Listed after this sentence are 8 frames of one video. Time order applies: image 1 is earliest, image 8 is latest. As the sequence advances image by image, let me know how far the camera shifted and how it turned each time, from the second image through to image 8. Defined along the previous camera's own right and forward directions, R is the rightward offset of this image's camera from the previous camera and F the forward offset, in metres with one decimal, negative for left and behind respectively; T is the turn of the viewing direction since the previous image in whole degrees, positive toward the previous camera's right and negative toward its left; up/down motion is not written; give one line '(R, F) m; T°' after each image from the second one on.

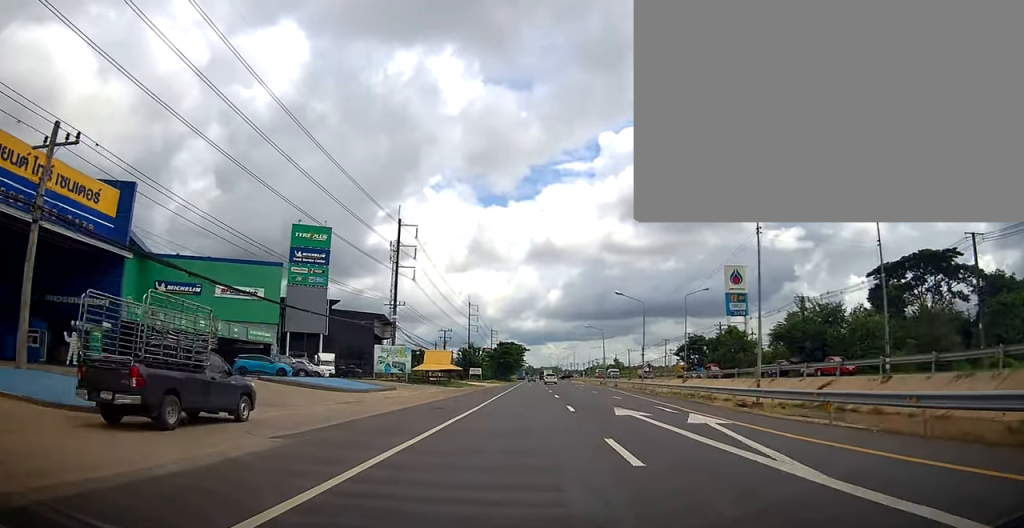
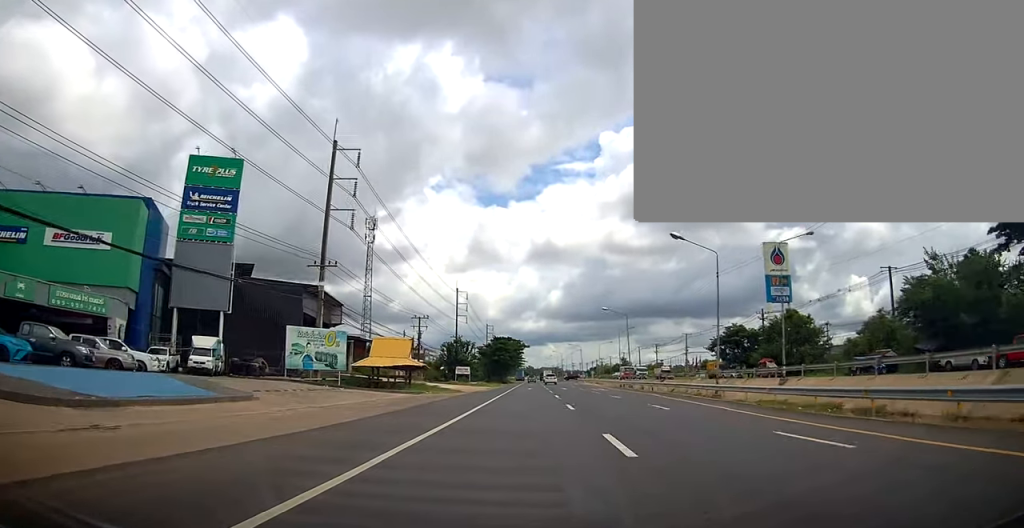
(0.0, +23.6) m; 0°
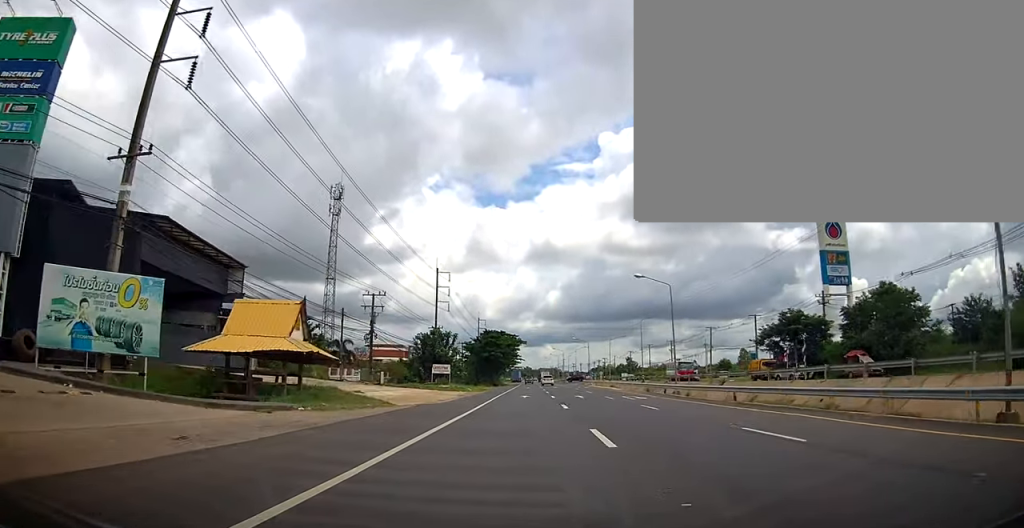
(0.0, +23.1) m; 0°
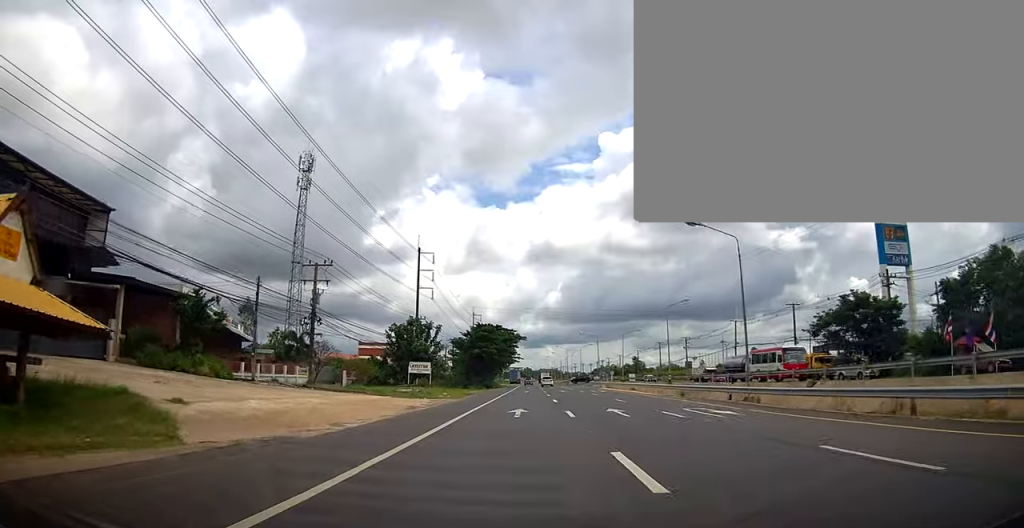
(0.0, +16.1) m; 0°
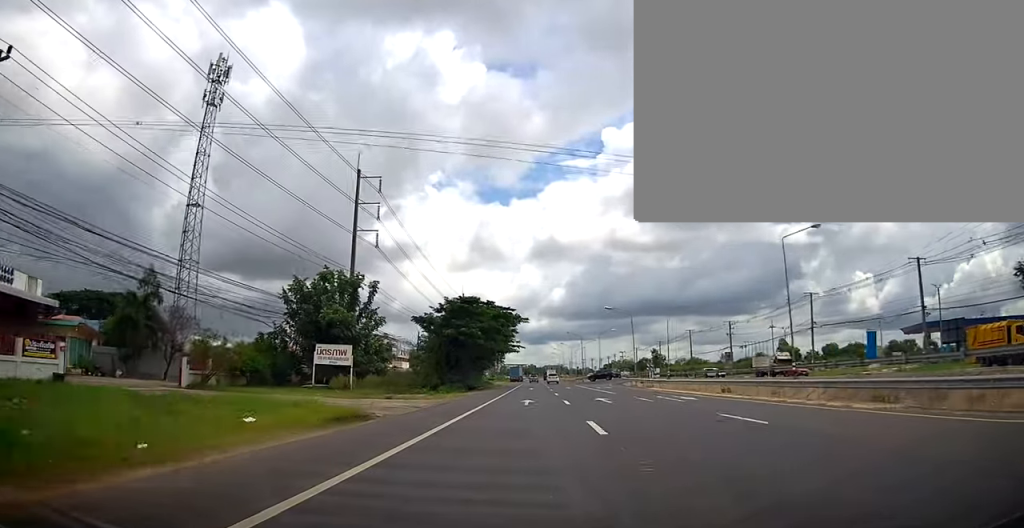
(+0.1, +31.1) m; +2°
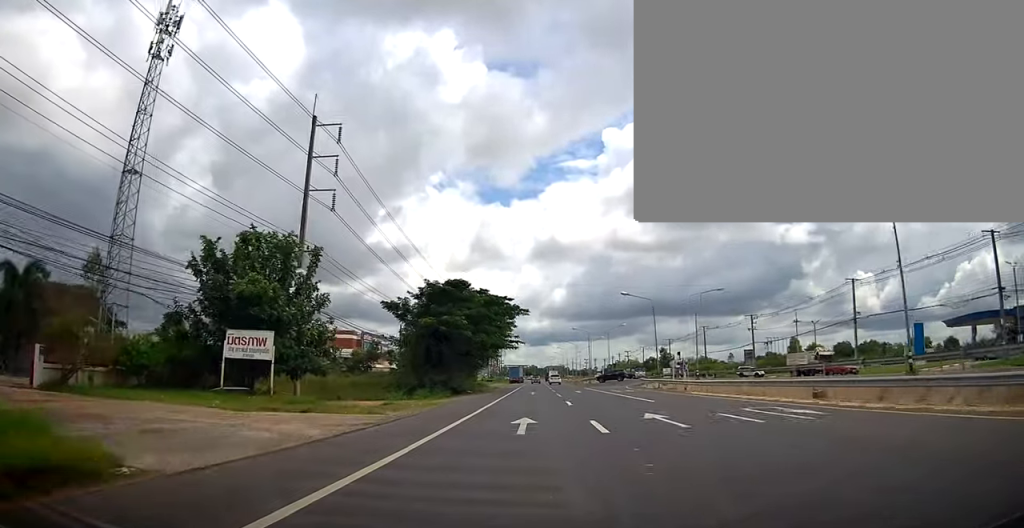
(+0.2, +11.8) m; 0°
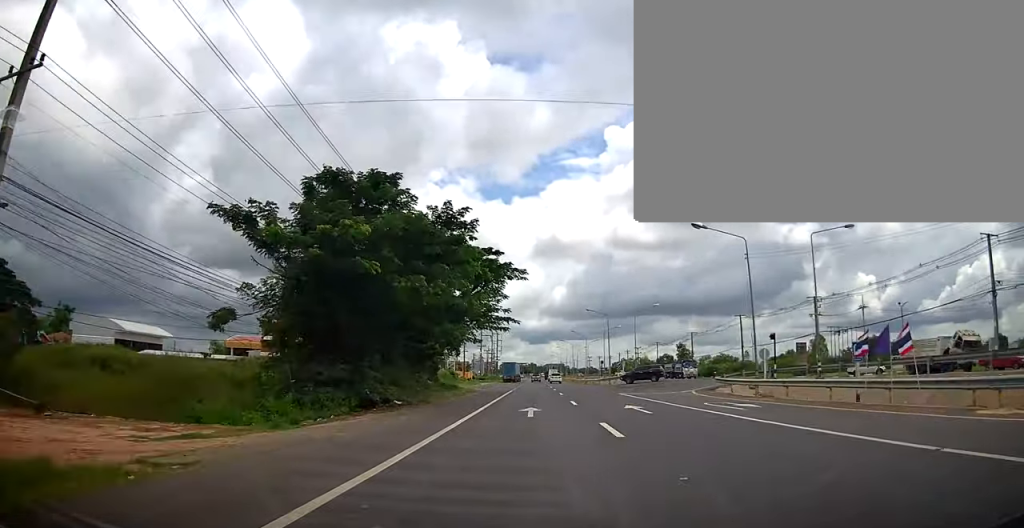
(0.0, +25.4) m; -1°
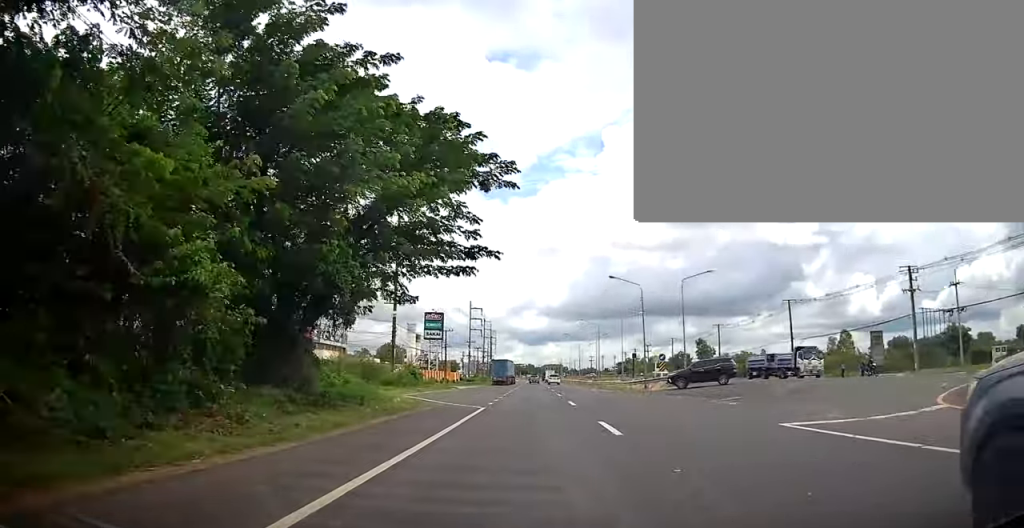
(-0.3, +23.8) m; -1°
